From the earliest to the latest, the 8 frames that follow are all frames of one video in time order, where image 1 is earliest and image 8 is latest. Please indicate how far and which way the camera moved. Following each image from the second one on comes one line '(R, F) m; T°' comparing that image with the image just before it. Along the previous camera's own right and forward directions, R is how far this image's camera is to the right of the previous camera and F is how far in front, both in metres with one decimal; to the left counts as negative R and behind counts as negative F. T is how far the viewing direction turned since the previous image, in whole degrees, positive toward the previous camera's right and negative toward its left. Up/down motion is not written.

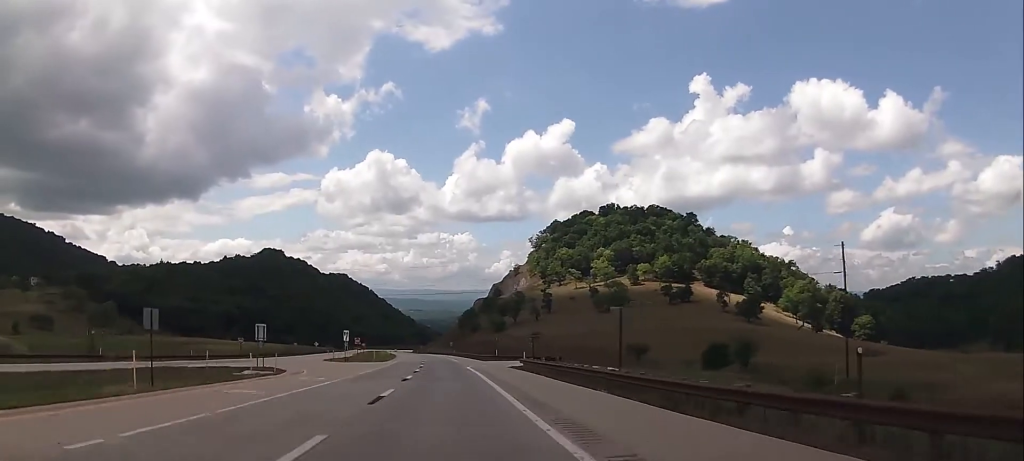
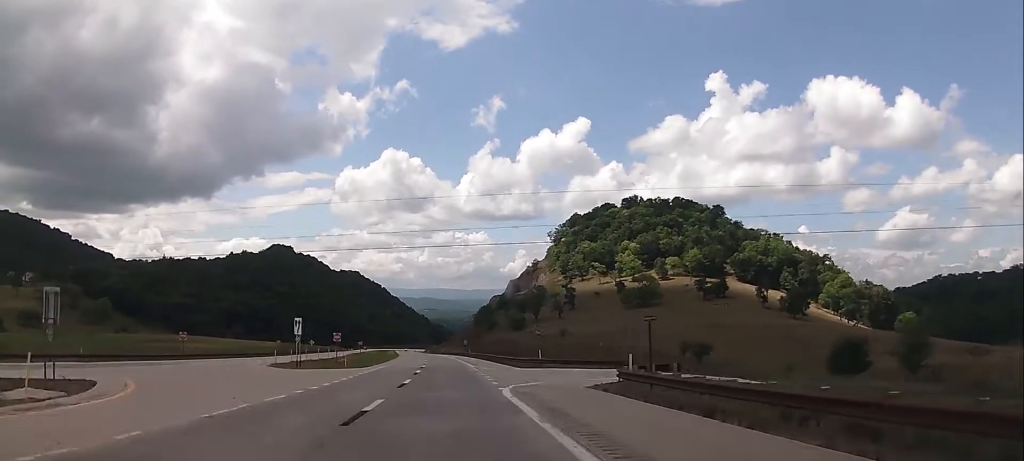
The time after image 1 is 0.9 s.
(-0.4, +29.2) m; -2°
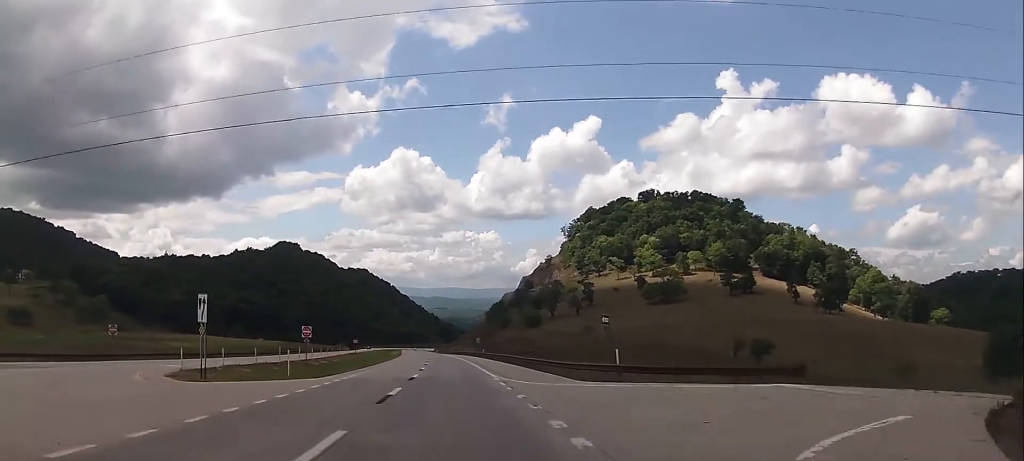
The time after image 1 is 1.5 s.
(0.0, +20.3) m; -2°
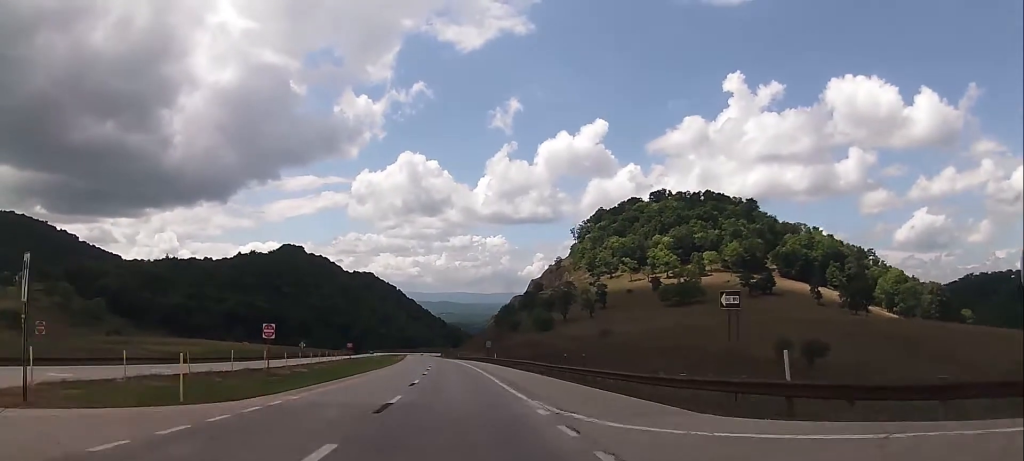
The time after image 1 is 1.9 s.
(-0.4, +13.6) m; 0°
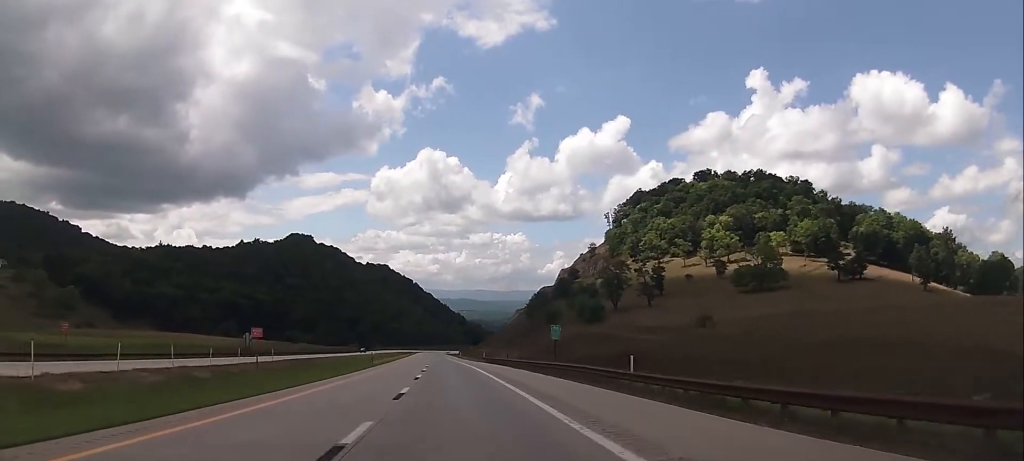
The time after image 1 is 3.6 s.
(-0.4, +58.8) m; -1°
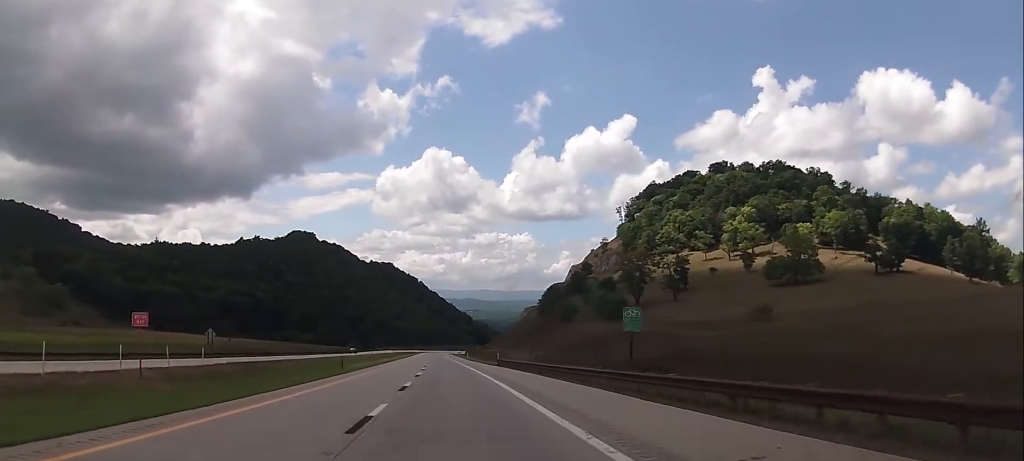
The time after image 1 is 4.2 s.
(-0.2, +20.3) m; -1°
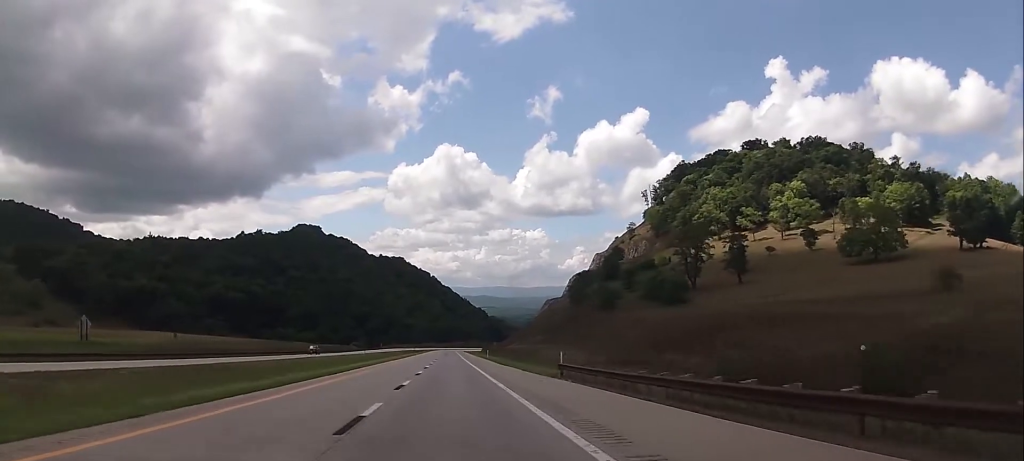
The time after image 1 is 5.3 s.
(-0.6, +37.2) m; -1°
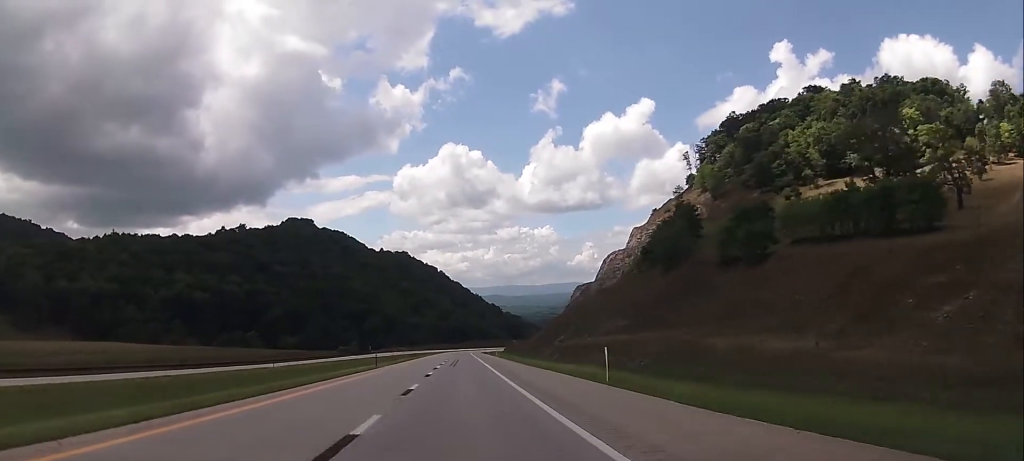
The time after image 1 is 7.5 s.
(-1.3, +75.7) m; -2°
